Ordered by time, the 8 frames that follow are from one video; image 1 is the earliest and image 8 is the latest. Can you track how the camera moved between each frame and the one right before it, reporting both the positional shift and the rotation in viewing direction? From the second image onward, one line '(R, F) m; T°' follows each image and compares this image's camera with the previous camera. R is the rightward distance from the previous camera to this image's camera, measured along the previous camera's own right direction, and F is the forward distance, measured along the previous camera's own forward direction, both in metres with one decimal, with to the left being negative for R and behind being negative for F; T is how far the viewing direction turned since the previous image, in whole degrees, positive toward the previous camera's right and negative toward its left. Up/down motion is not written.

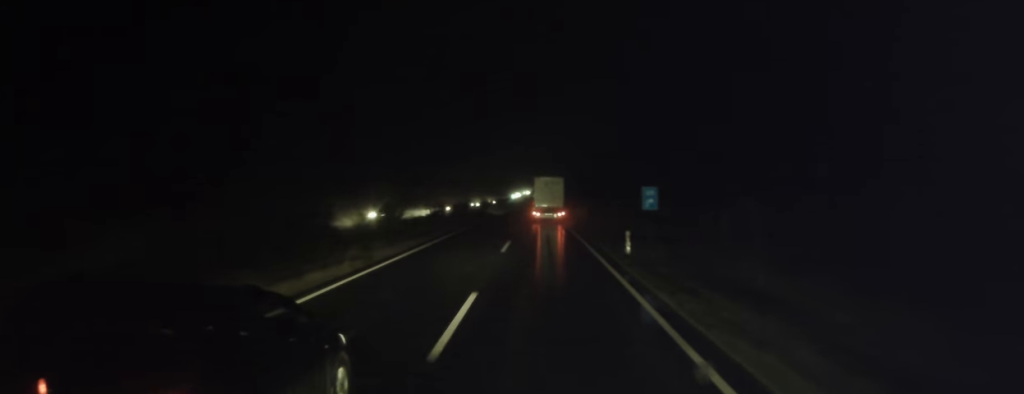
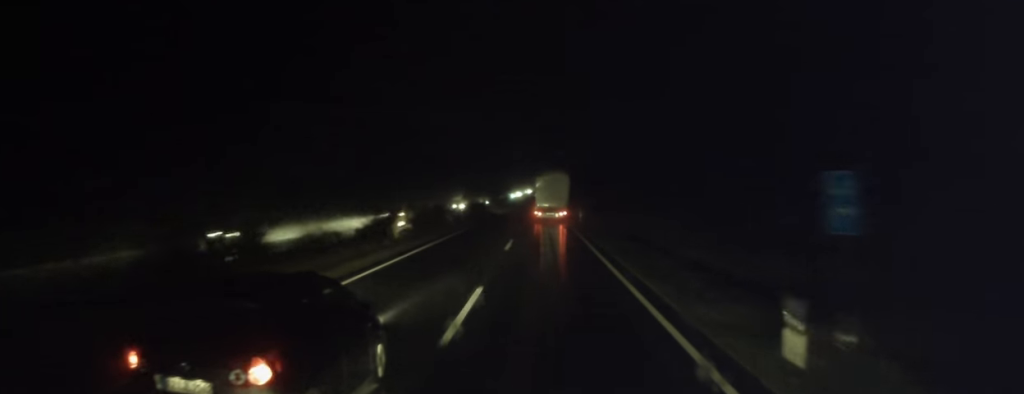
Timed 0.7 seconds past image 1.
(-0.2, +17.1) m; 0°
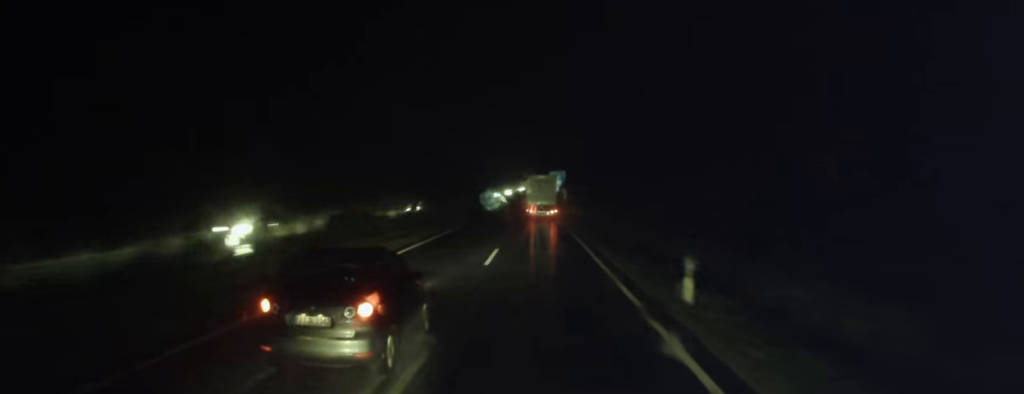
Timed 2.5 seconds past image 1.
(+0.1, +43.4) m; +1°
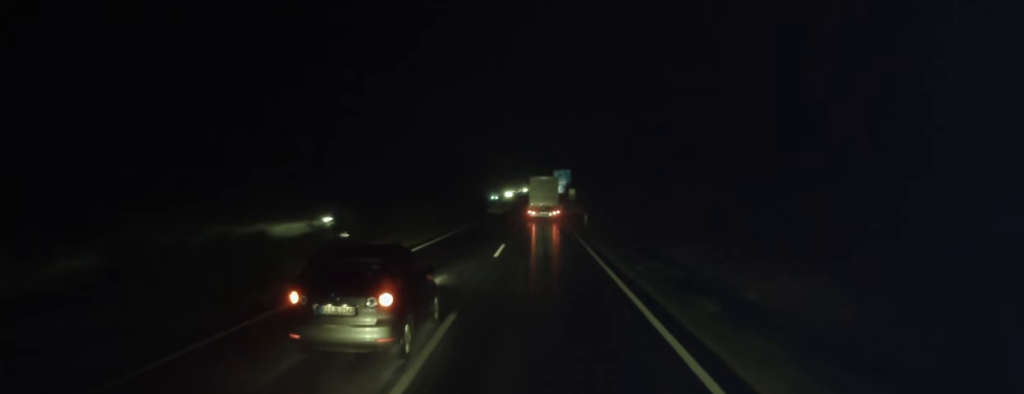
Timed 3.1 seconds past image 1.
(+0.2, +14.9) m; 0°
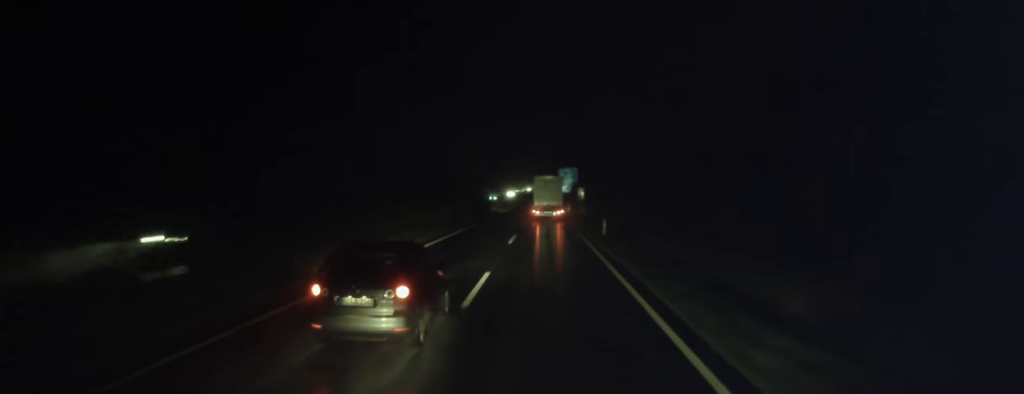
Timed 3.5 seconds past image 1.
(-0.1, +11.6) m; -1°
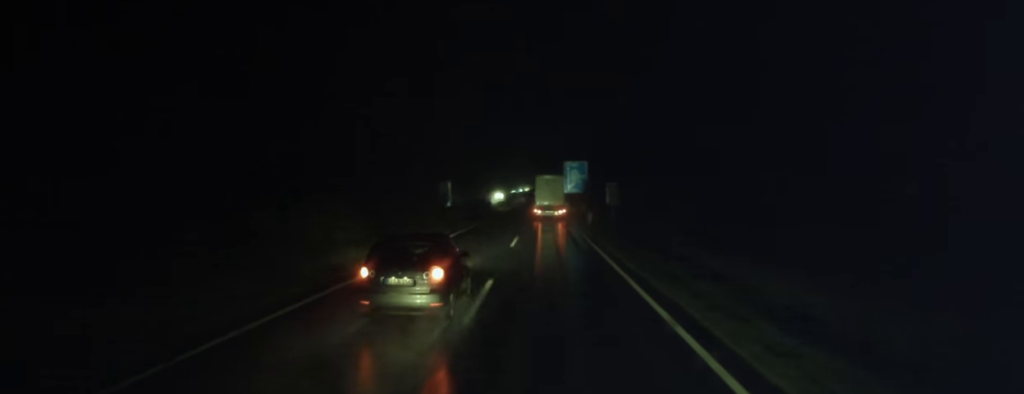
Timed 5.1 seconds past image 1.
(-0.5, +38.1) m; -1°
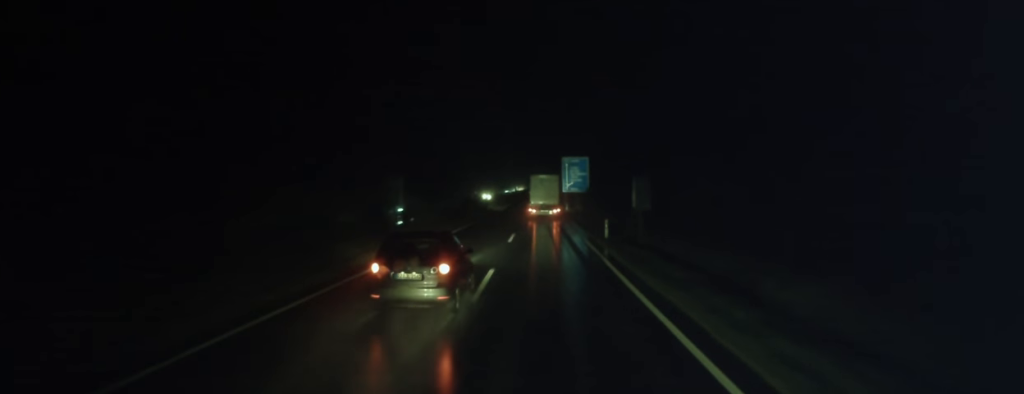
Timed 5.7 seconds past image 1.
(-0.1, +15.7) m; +1°
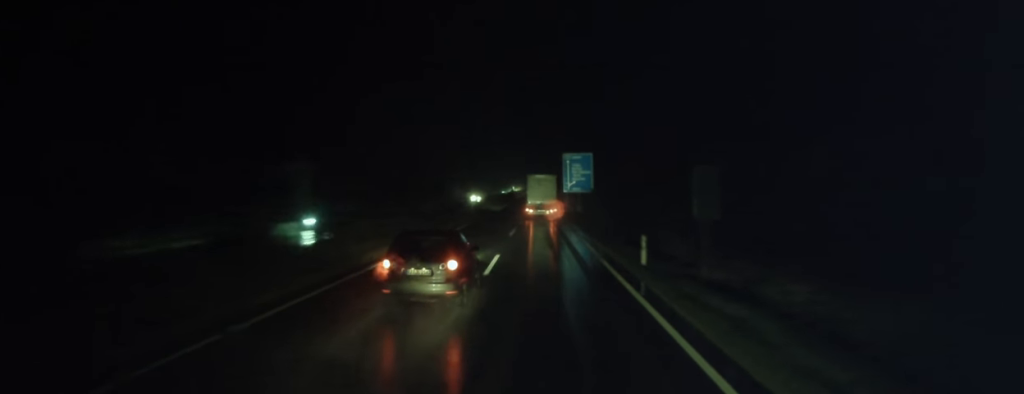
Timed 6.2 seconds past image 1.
(0.0, +13.2) m; +1°
